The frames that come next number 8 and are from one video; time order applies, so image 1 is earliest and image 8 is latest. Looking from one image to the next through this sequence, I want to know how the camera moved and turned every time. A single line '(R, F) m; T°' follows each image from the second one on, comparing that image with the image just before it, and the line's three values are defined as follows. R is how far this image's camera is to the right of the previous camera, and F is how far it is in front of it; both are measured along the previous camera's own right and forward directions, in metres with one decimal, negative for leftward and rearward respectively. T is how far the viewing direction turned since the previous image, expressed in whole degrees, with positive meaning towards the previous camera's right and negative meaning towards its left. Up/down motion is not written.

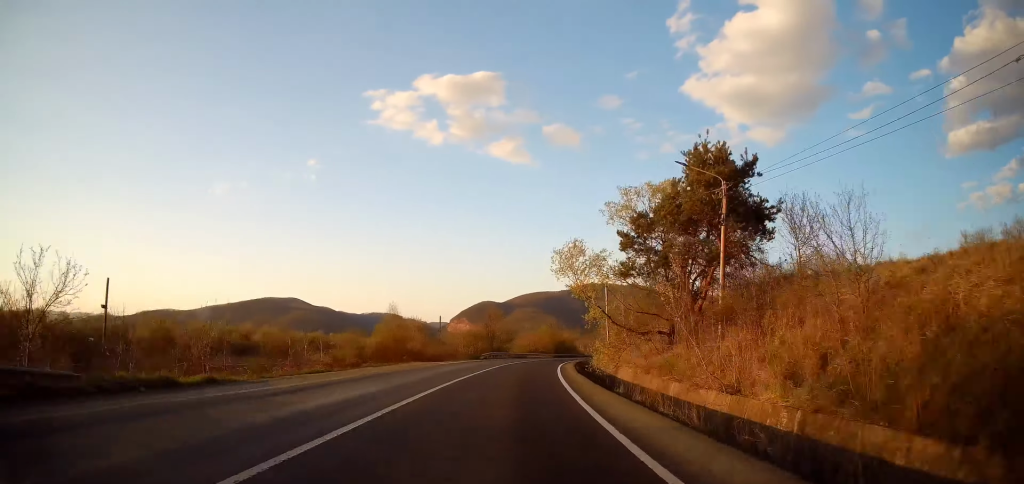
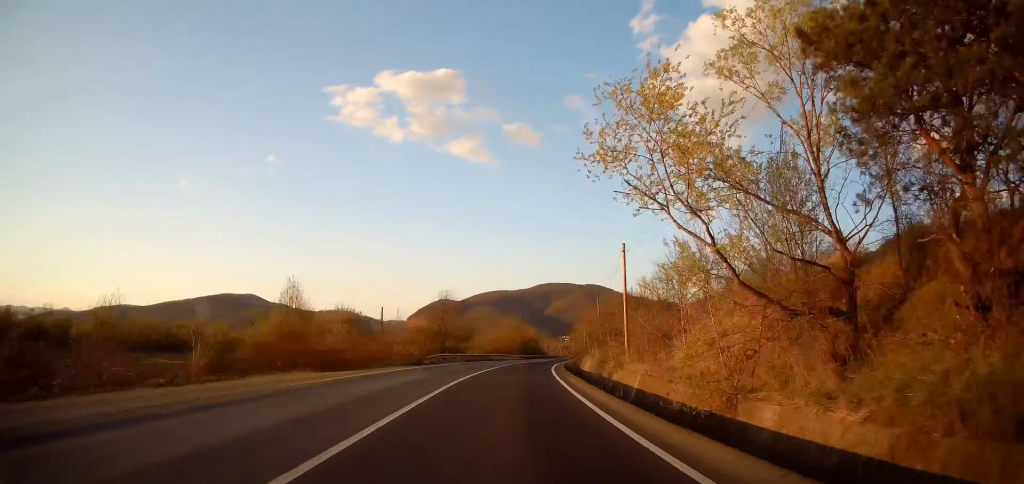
(+0.3, +17.5) m; +3°
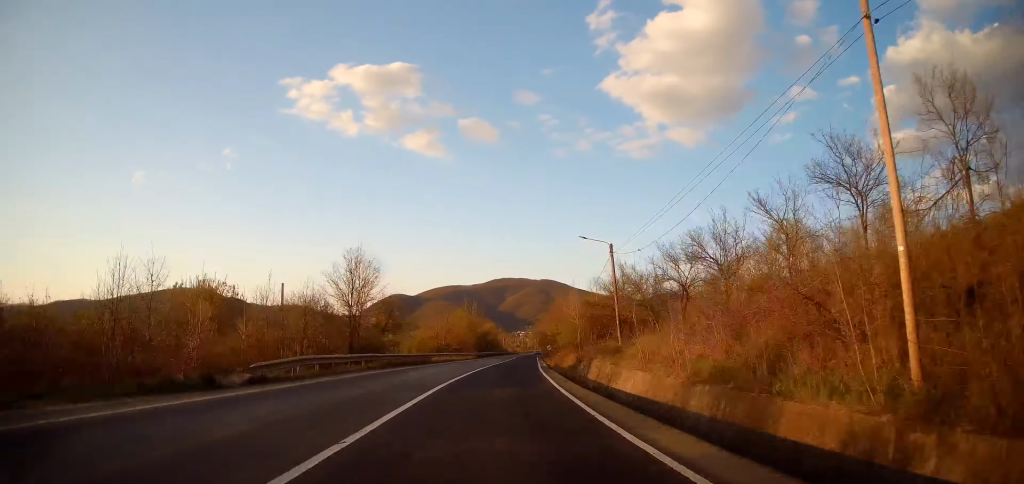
(+0.9, +22.2) m; +6°
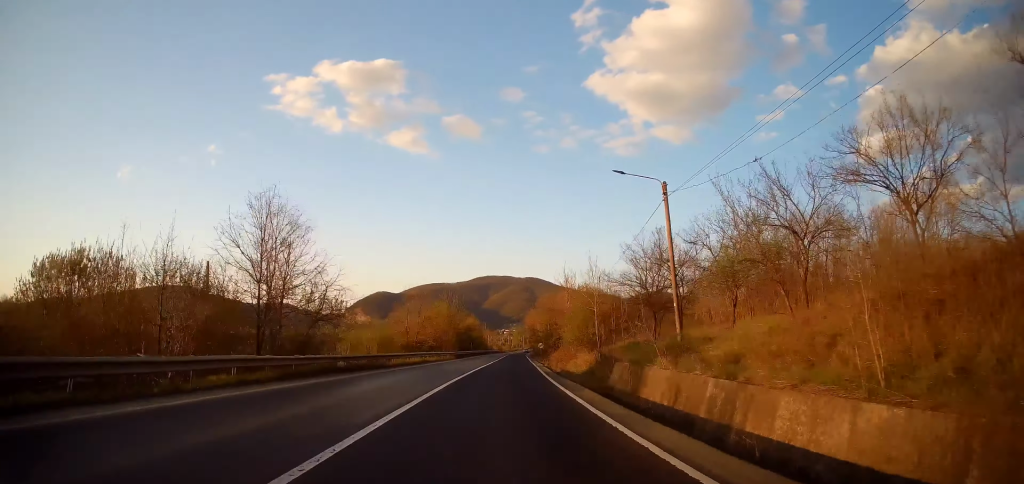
(+0.2, +11.9) m; +4°
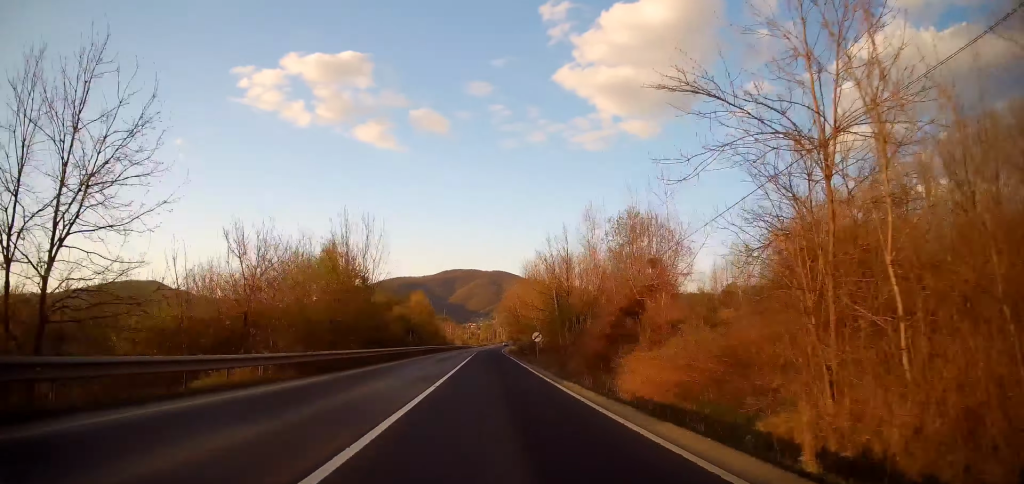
(+1.9, +39.9) m; +3°
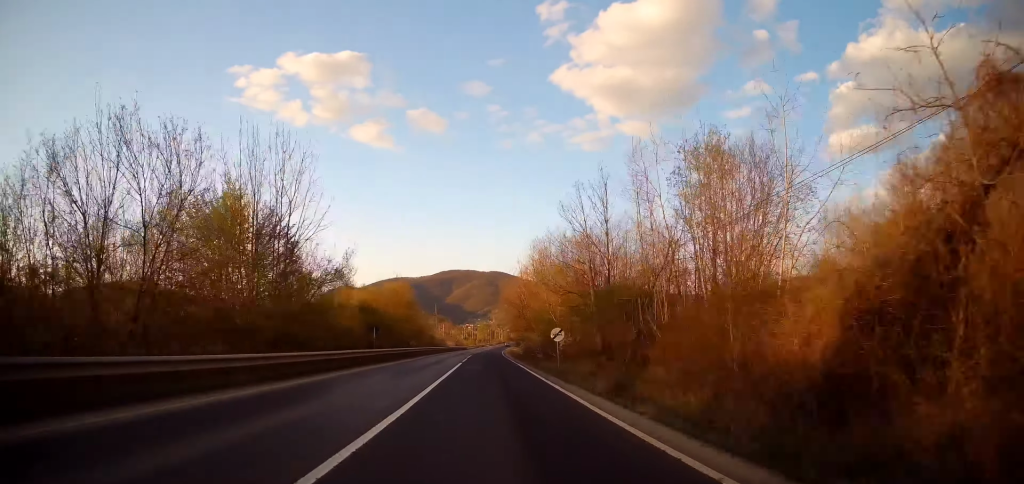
(+0.1, +14.8) m; +1°
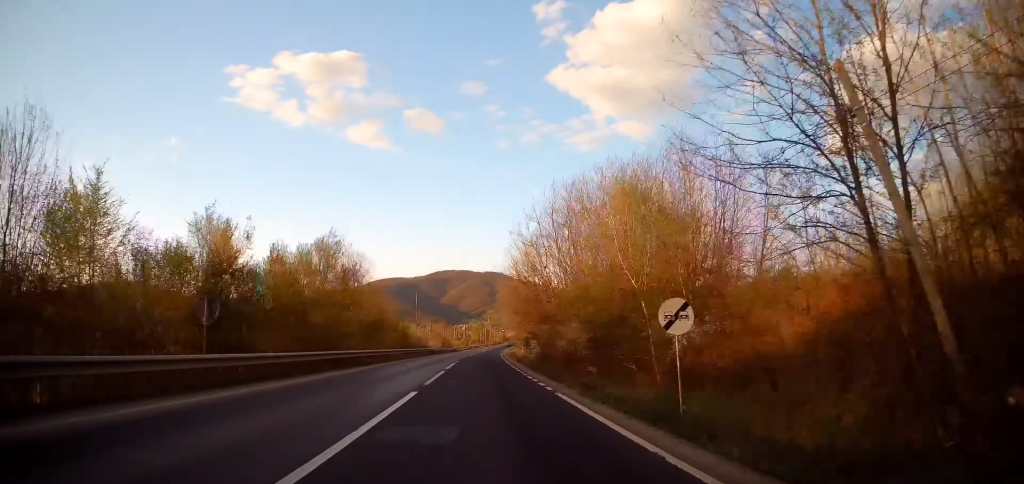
(+0.4, +20.9) m; +1°
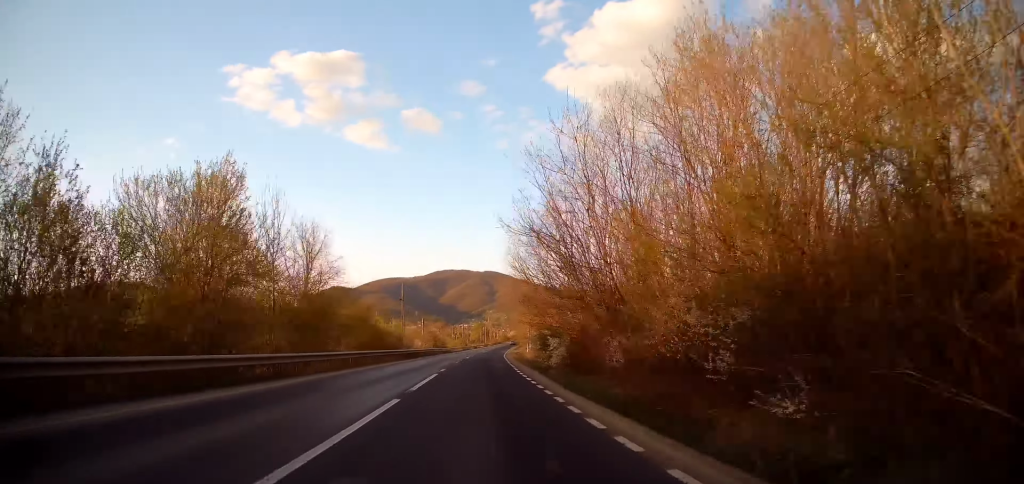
(0.0, +12.9) m; 0°
